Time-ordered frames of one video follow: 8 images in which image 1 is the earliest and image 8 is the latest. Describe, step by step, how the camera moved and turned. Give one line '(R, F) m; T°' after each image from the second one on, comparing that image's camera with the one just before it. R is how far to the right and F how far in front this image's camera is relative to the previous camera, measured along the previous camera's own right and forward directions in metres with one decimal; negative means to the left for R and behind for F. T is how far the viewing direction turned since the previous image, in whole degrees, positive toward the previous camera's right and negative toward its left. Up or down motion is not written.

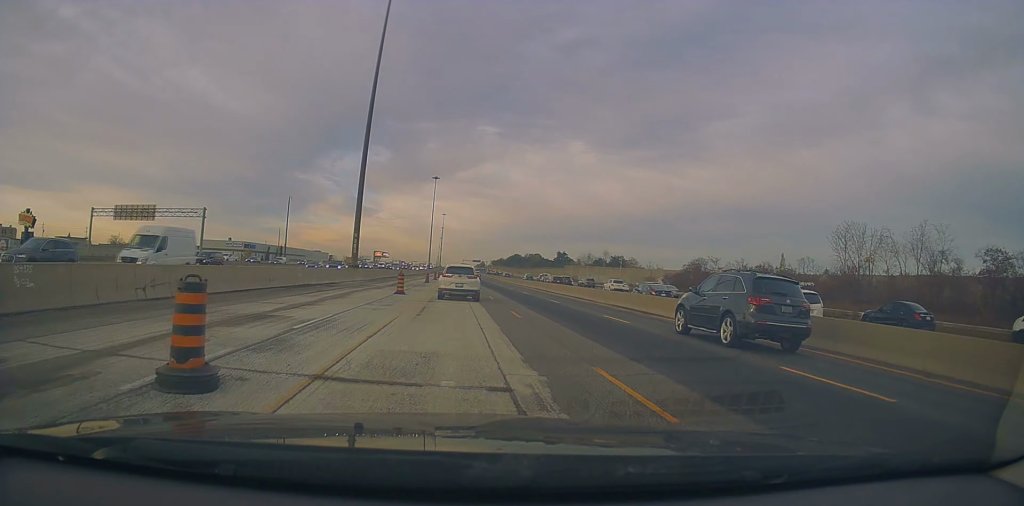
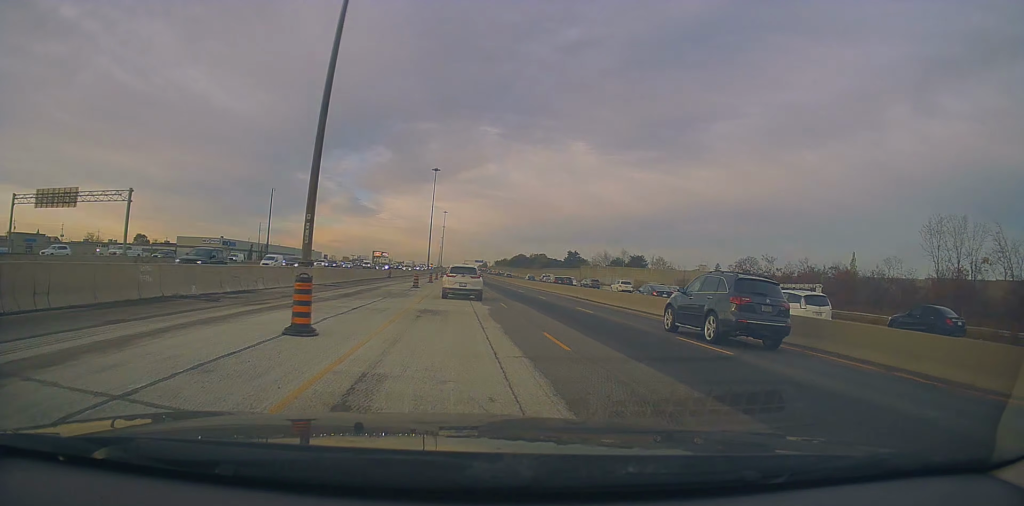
(-0.1, +19.0) m; 0°
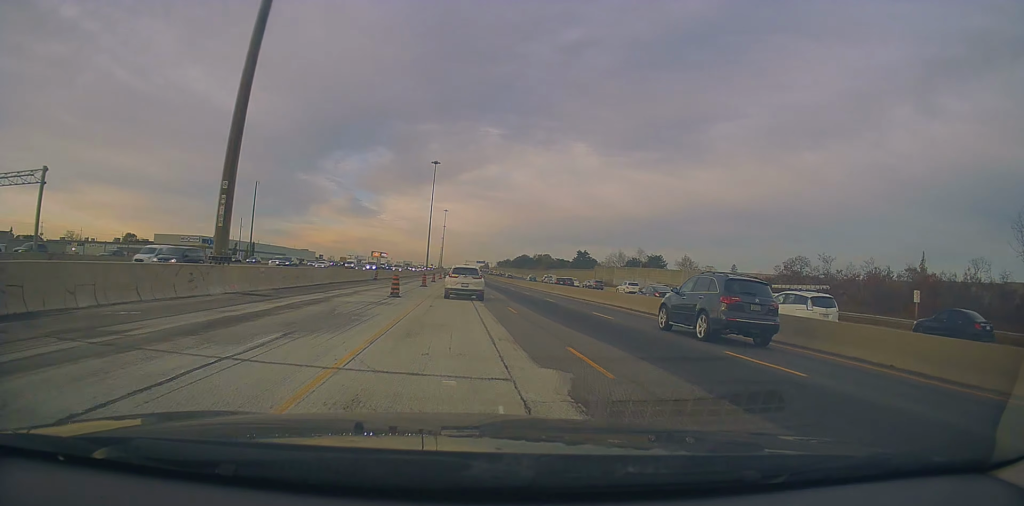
(0.0, +14.8) m; 0°
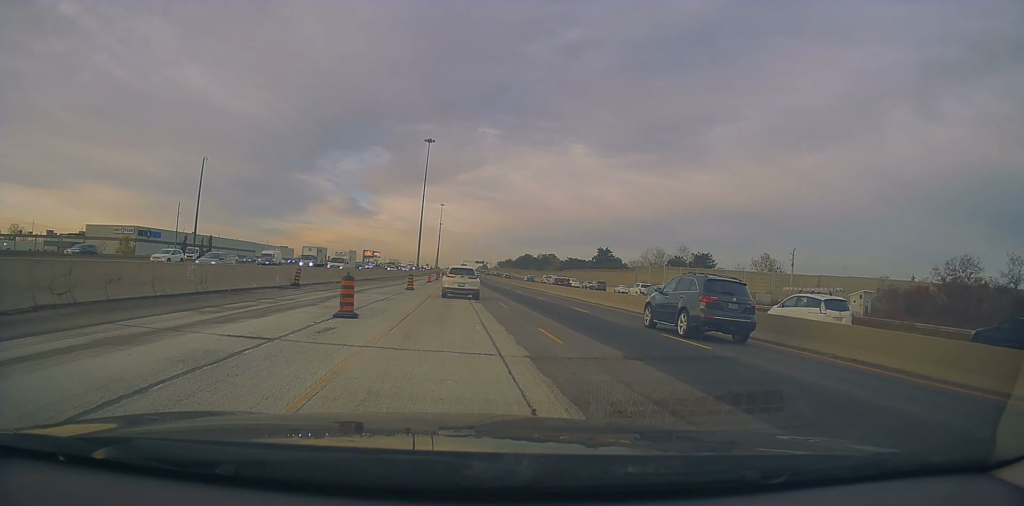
(+0.1, +31.8) m; 0°
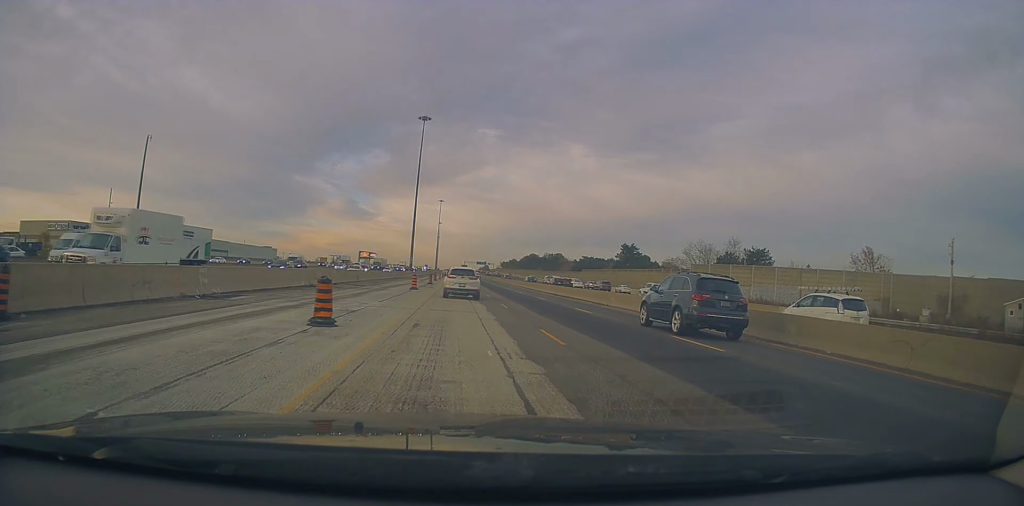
(-0.1, +23.6) m; 0°
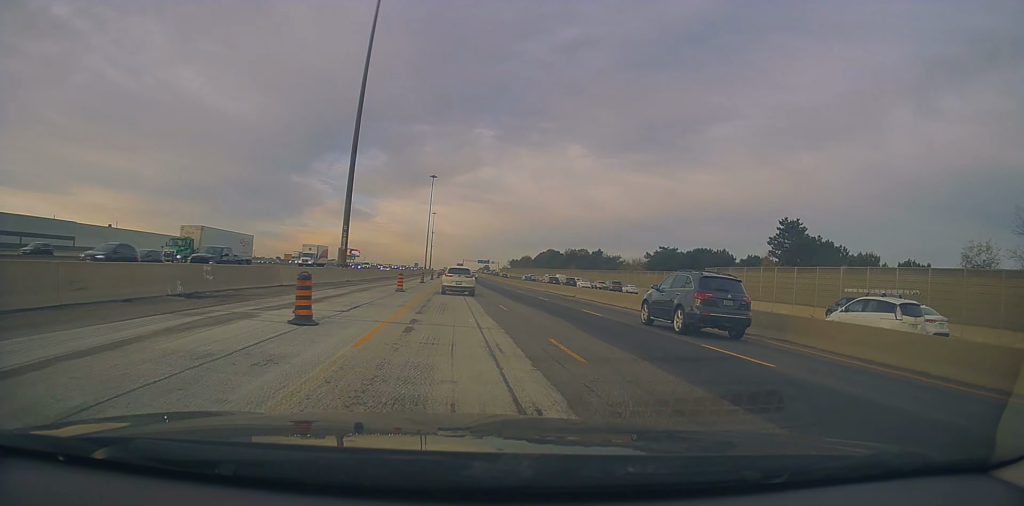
(+0.3, +73.2) m; 0°
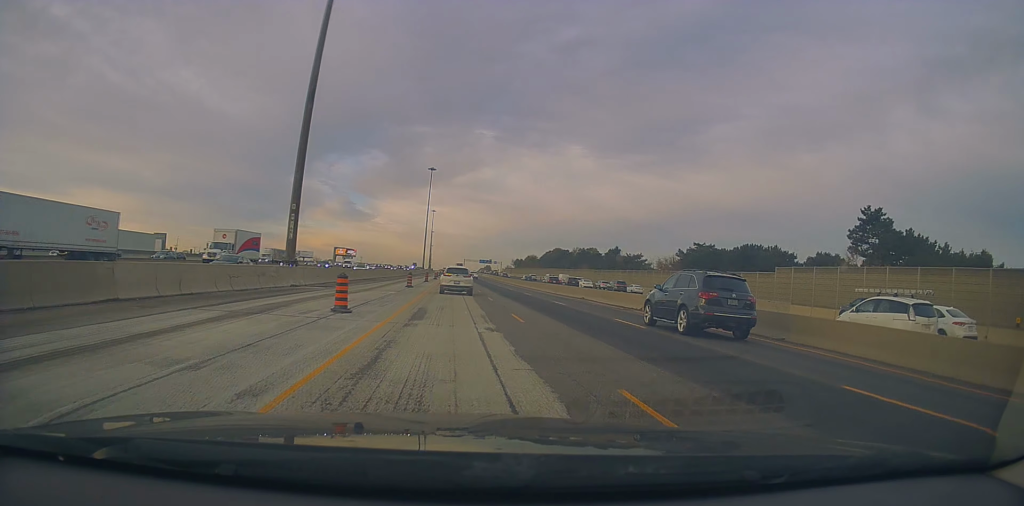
(0.0, +17.3) m; 0°
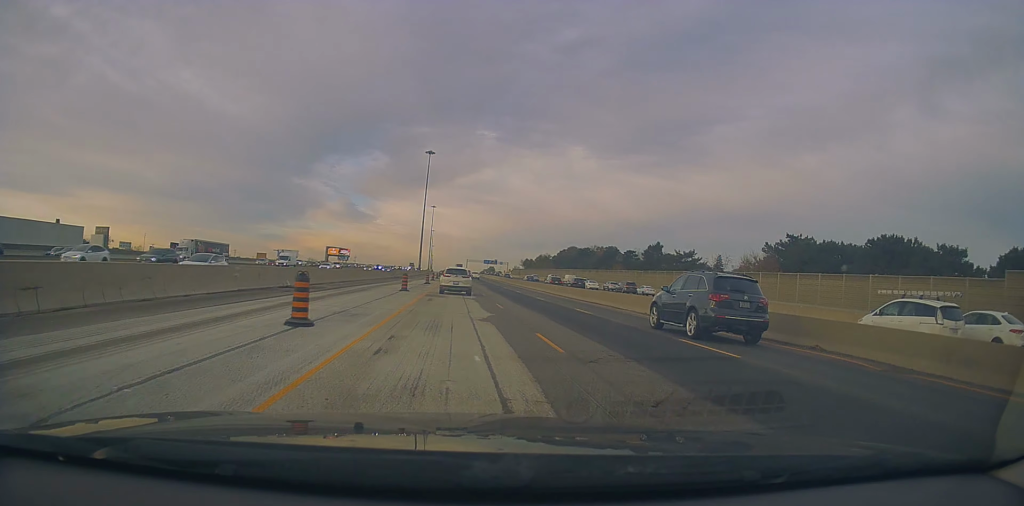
(0.0, +28.5) m; 0°
